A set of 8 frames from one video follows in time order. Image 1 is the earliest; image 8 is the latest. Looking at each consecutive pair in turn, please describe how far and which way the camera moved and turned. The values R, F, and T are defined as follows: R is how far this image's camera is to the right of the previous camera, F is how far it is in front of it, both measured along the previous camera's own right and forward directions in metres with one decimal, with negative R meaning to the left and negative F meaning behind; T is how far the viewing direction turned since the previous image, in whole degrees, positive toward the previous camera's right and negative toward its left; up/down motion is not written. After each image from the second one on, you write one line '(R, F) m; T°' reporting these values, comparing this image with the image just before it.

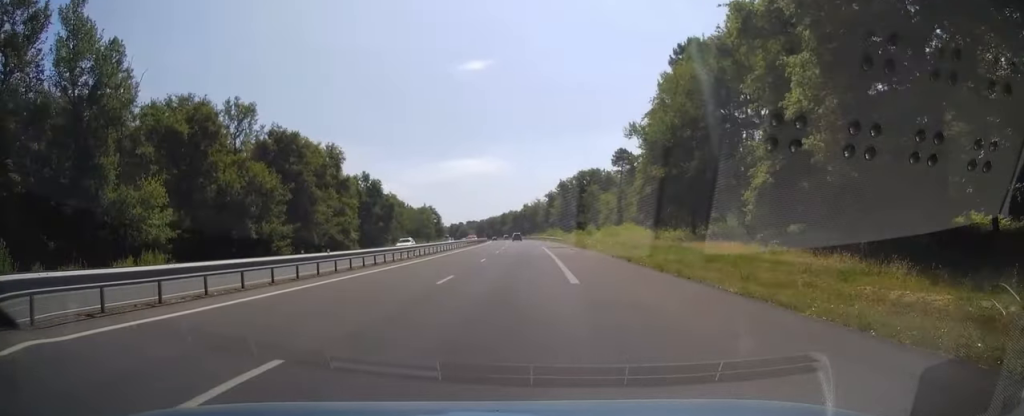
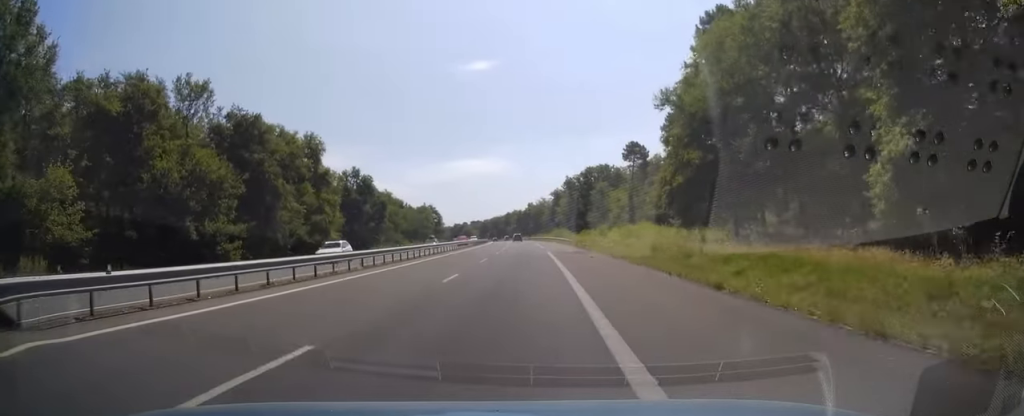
(+0.1, +12.3) m; -1°
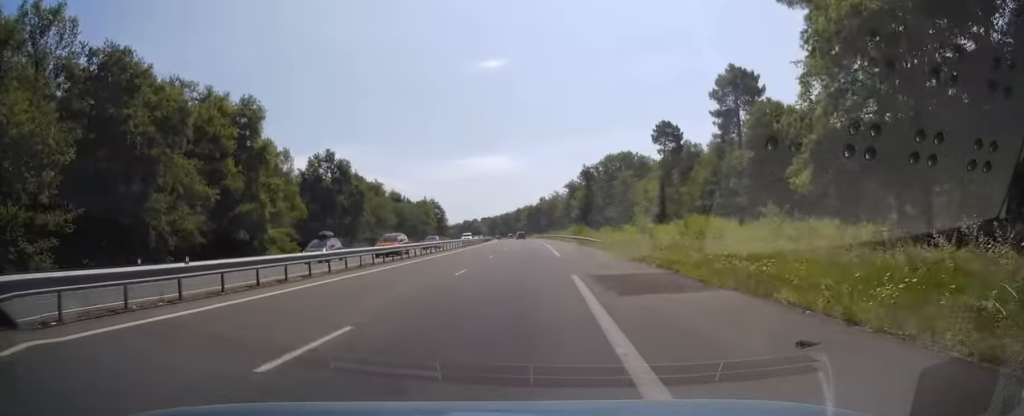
(-0.5, +25.2) m; -1°
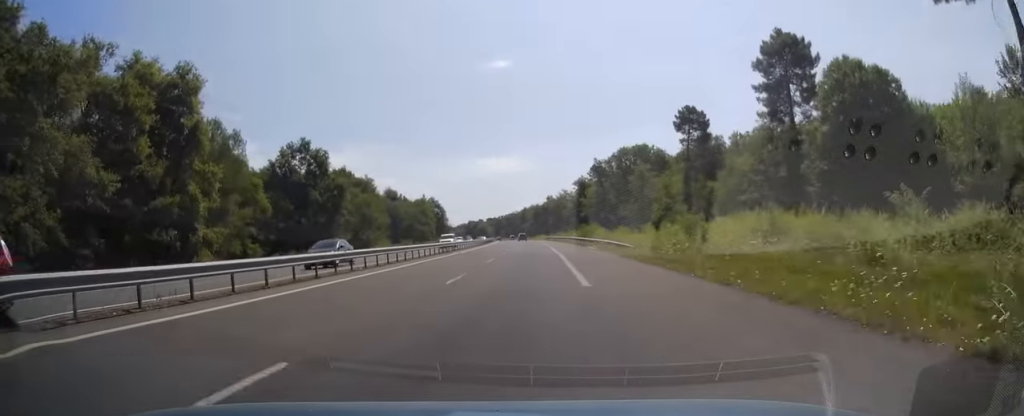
(-0.2, +15.8) m; 0°
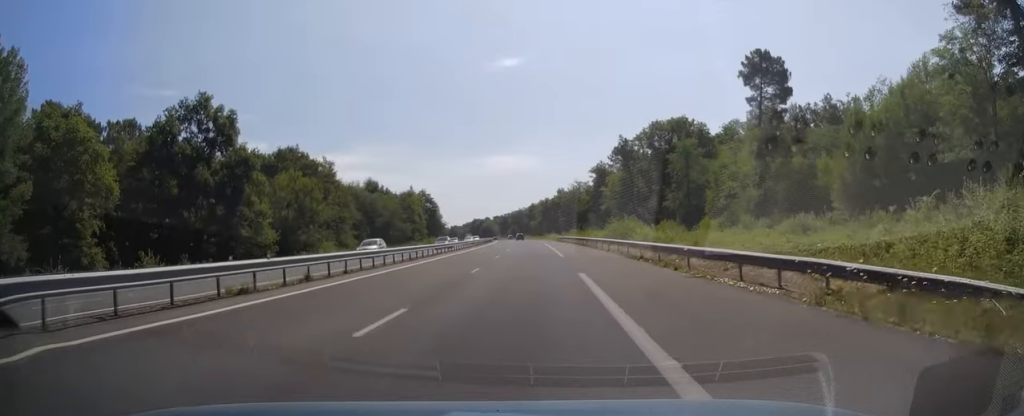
(+0.2, +35.0) m; -1°
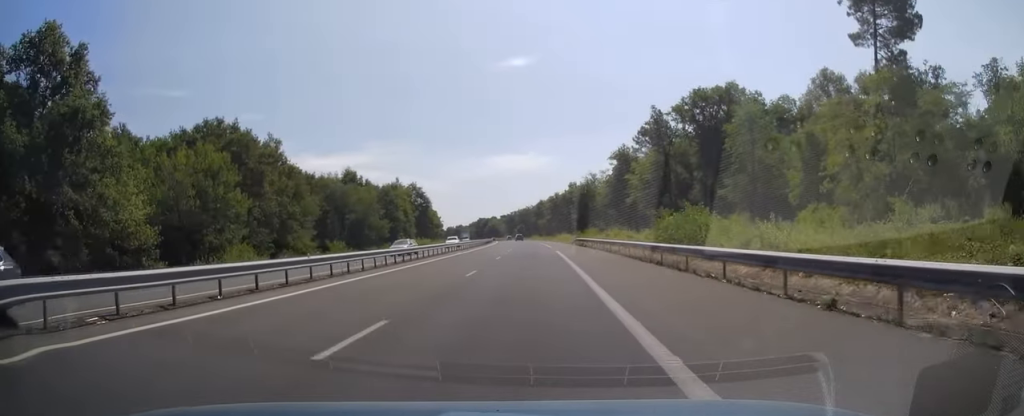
(-0.4, +28.1) m; -2°
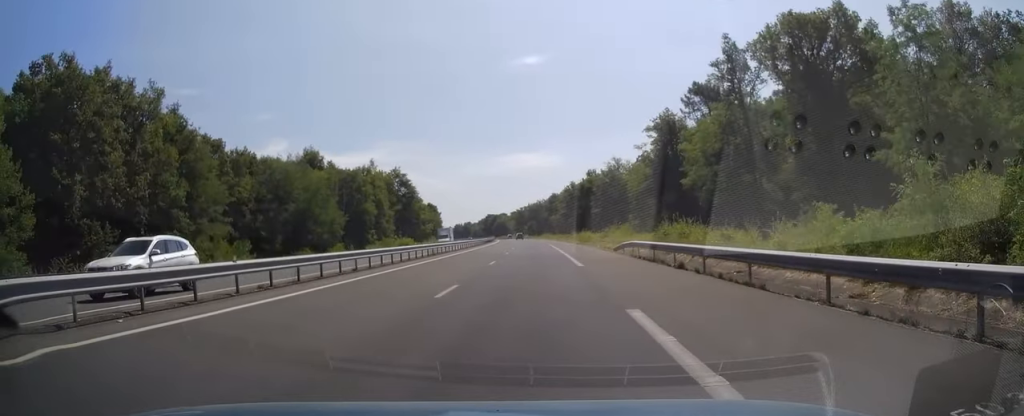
(-0.6, +33.6) m; -1°
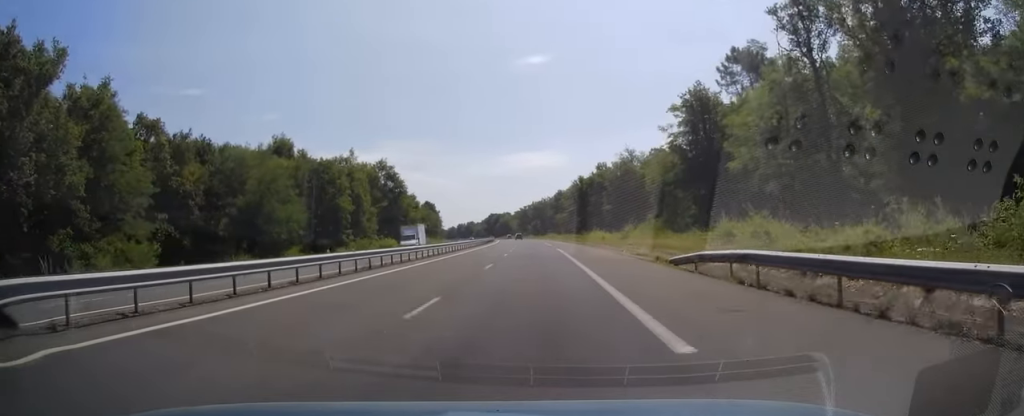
(-0.2, +16.3) m; 0°
